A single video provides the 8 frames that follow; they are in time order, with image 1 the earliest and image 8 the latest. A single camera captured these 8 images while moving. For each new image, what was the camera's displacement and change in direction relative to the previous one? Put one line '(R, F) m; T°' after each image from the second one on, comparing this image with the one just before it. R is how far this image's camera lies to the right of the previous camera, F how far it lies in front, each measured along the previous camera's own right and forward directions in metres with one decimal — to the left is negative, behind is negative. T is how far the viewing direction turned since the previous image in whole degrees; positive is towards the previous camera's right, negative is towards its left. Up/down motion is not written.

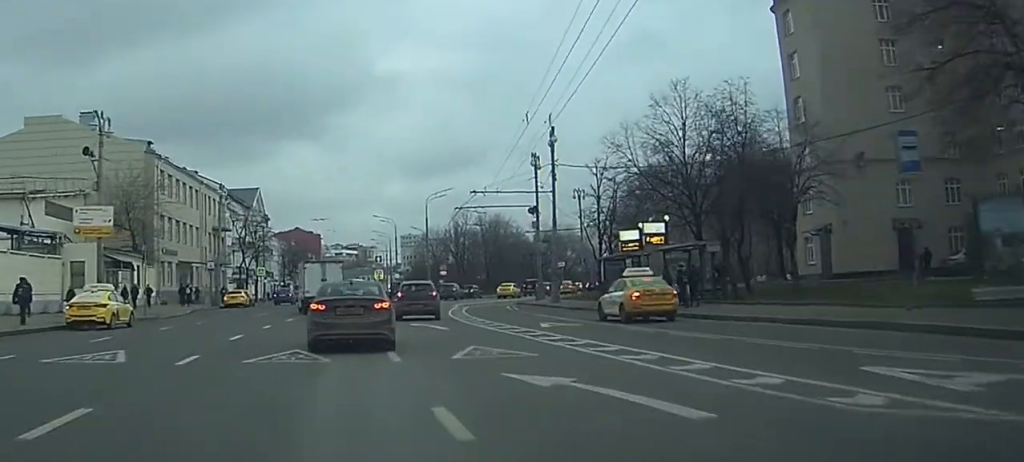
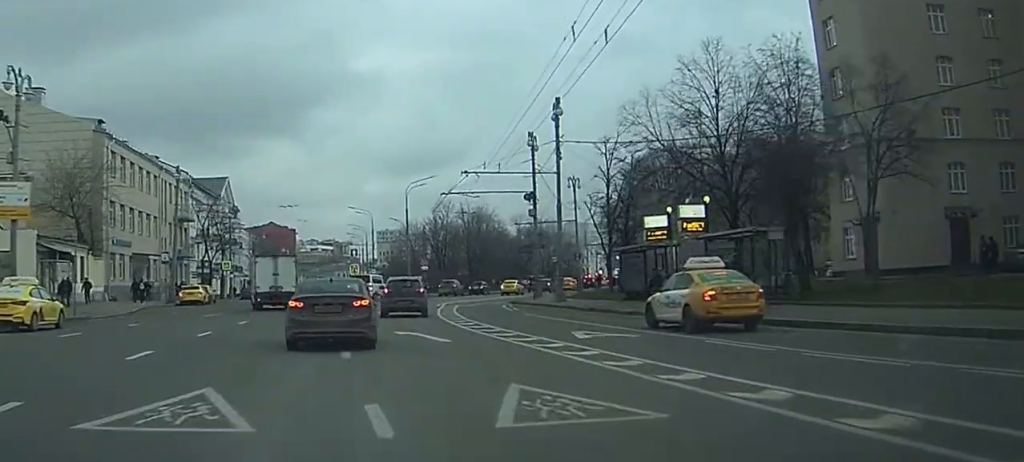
(0.0, +7.9) m; +1°
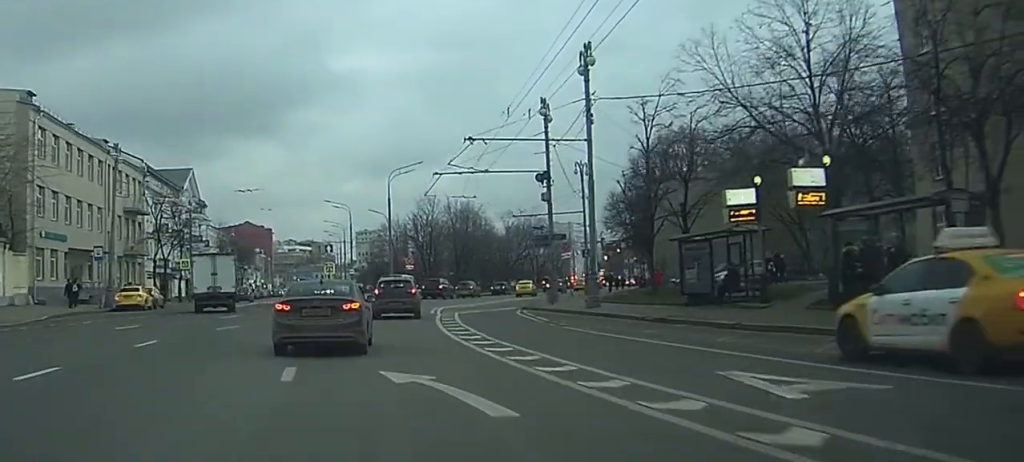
(+0.2, +10.9) m; +2°
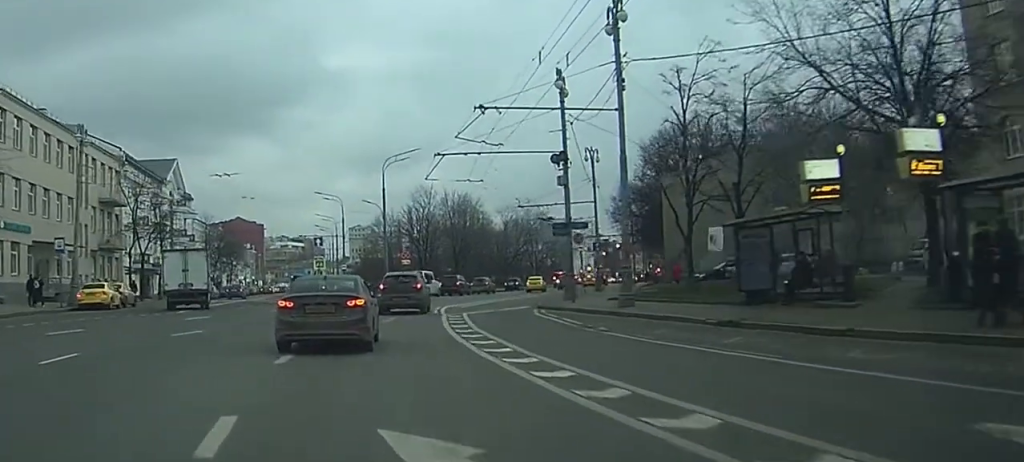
(+0.1, +5.7) m; -1°
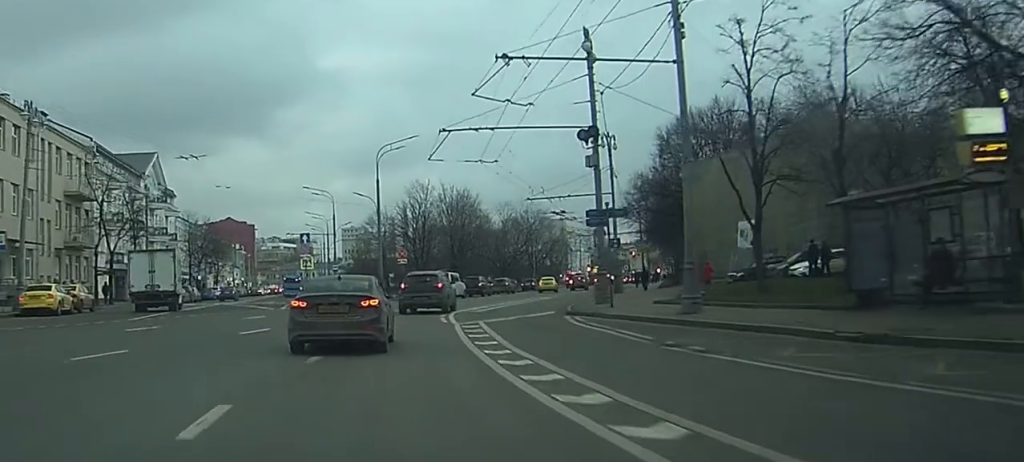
(+0.1, +7.0) m; -1°
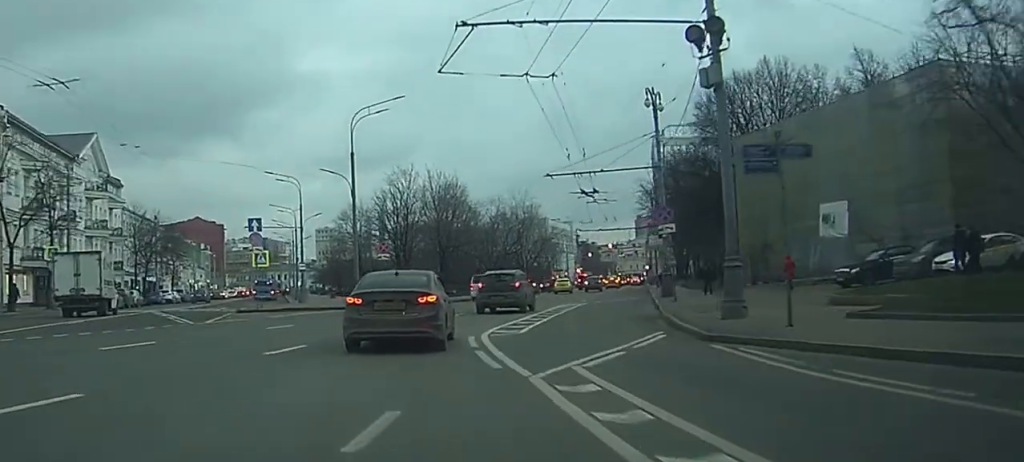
(+0.8, +14.8) m; +8°
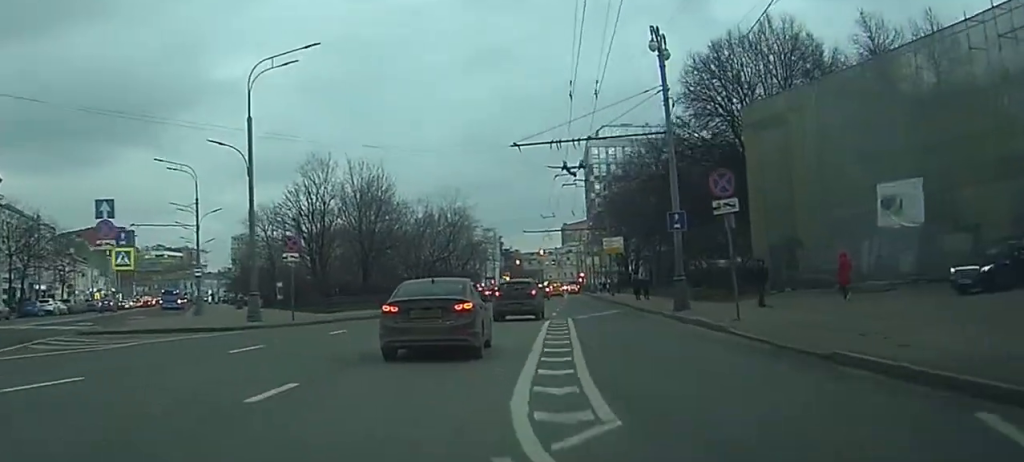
(+0.1, +13.4) m; 0°
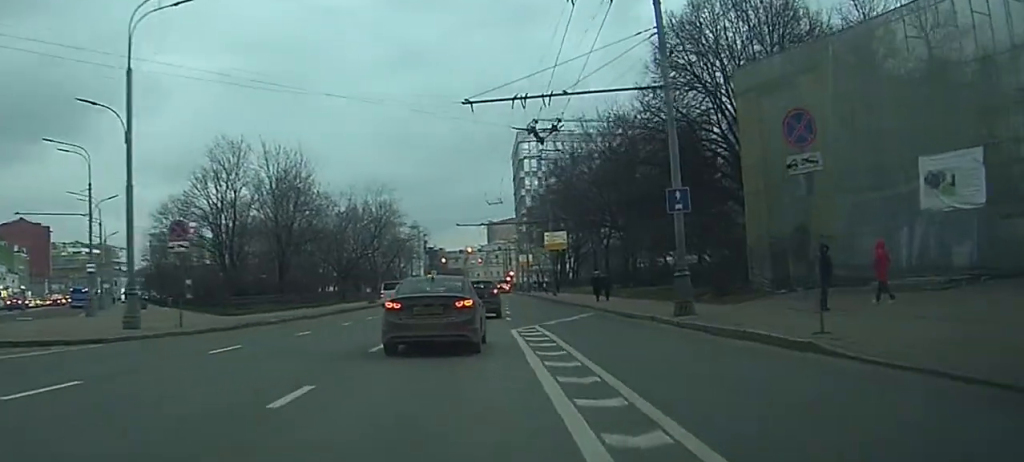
(+0.2, +8.4) m; +3°
